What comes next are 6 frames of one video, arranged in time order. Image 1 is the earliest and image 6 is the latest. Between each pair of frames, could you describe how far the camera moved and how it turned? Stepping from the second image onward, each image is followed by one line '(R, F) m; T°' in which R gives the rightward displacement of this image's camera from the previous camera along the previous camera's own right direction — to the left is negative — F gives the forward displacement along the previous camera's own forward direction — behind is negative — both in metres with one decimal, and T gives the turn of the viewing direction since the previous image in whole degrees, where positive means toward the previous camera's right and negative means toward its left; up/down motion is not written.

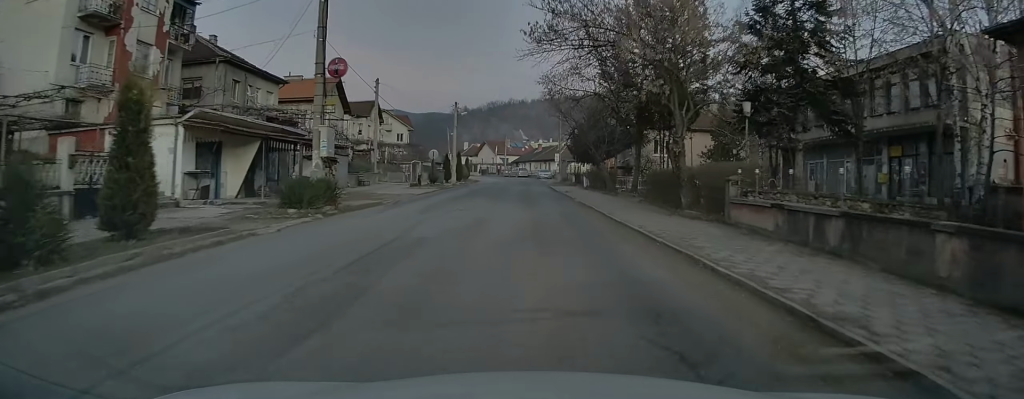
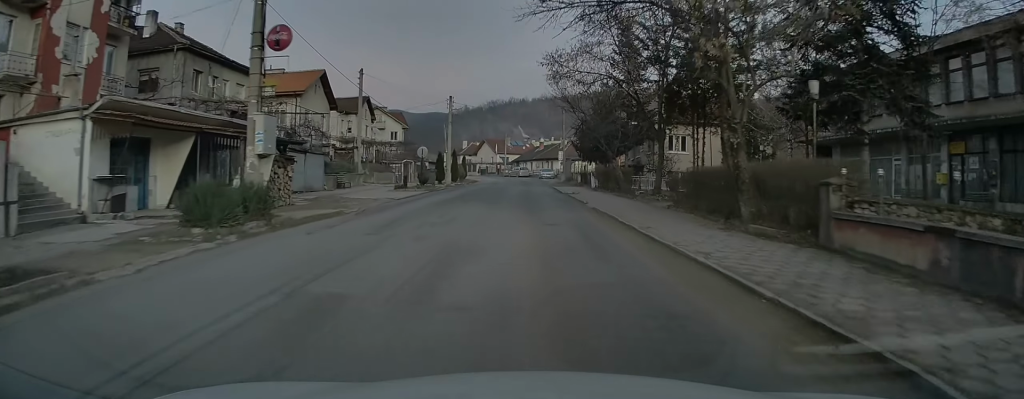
(+0.1, +5.5) m; 0°
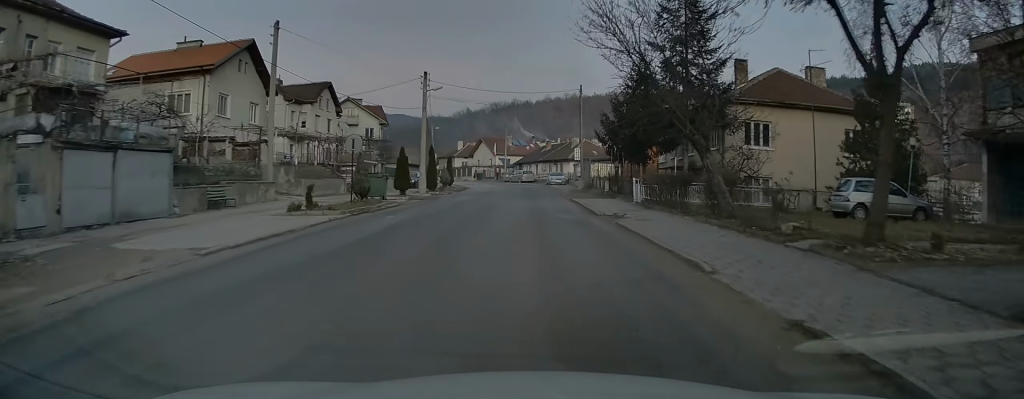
(+0.1, +17.4) m; 0°
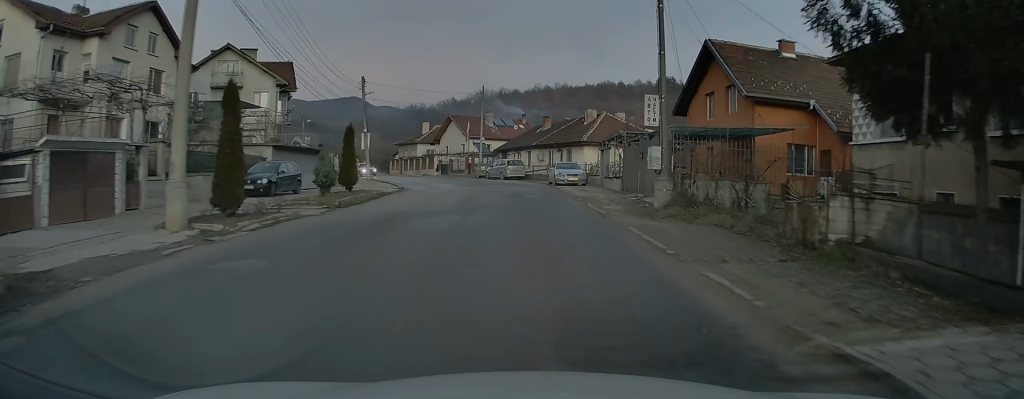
(-0.5, +30.9) m; 0°
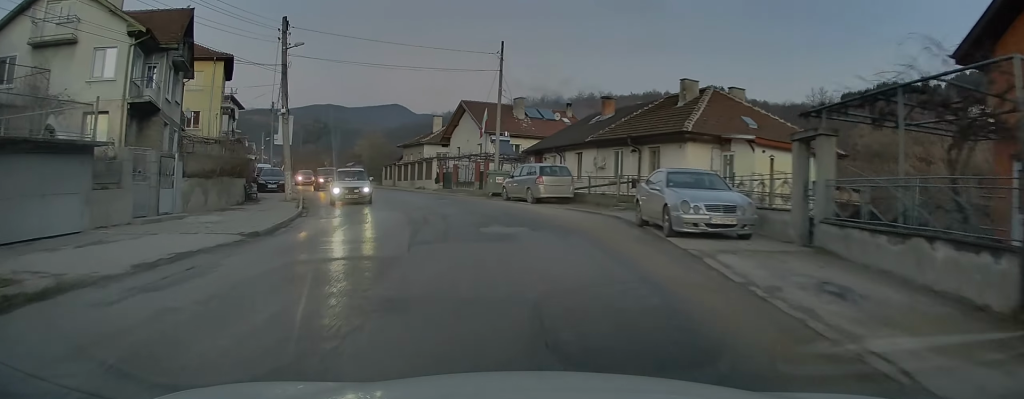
(-0.9, +23.6) m; -7°
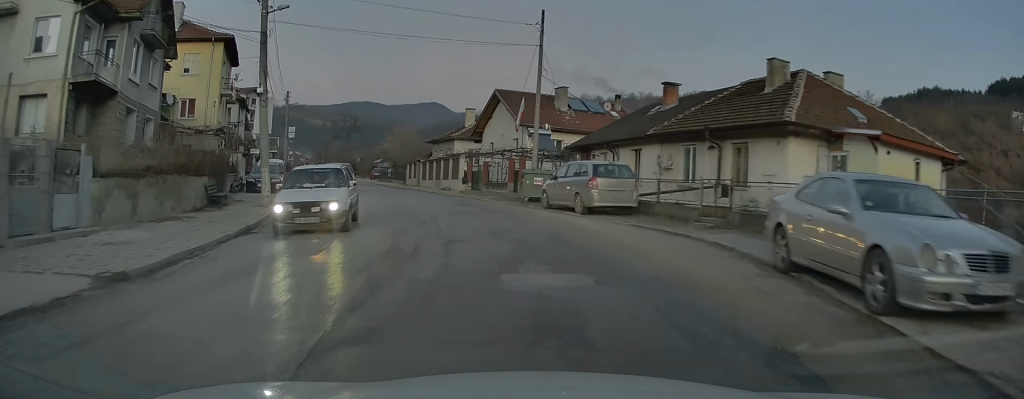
(+0.2, +6.7) m; -3°
